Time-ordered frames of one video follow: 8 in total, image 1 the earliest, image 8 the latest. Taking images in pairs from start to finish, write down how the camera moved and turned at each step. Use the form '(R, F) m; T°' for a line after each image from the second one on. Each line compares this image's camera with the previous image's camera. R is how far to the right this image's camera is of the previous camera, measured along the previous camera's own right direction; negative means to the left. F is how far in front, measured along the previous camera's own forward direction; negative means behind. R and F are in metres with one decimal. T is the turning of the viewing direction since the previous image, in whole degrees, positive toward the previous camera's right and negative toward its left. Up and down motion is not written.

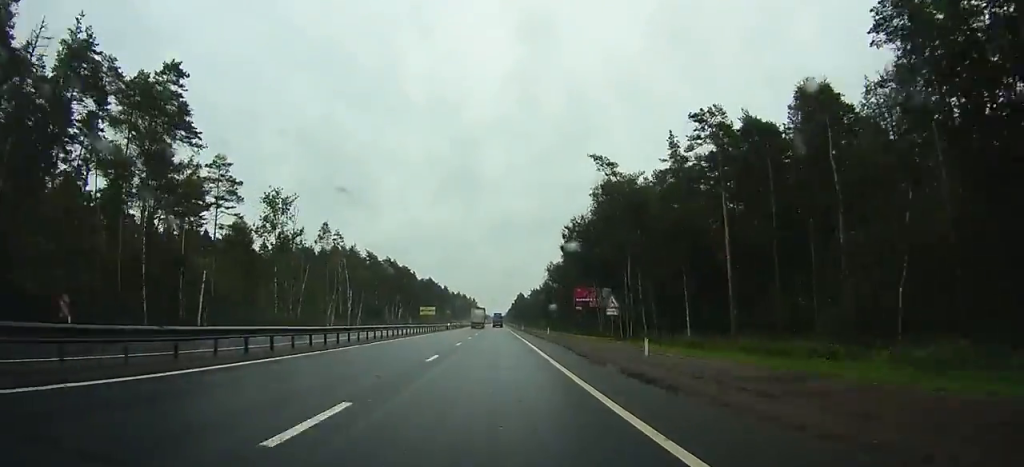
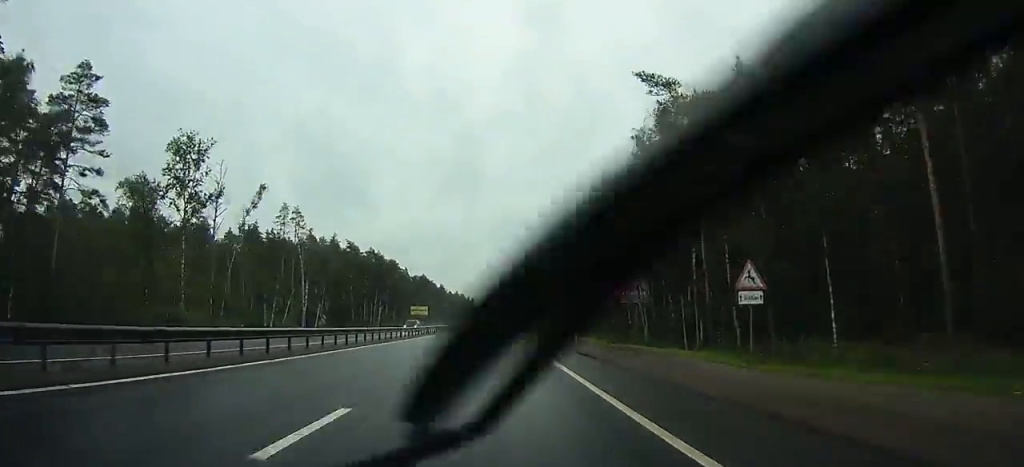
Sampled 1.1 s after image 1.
(0.0, +24.3) m; 0°
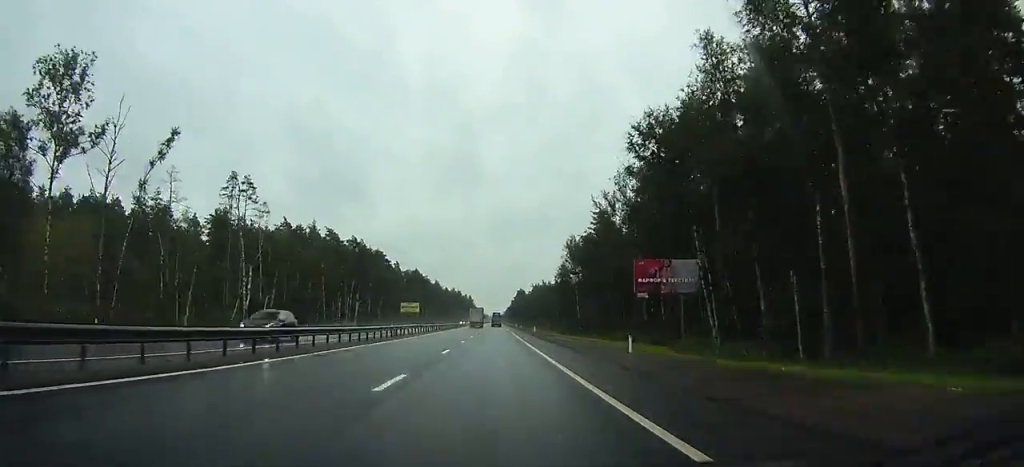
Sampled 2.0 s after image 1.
(0.0, +18.6) m; 0°
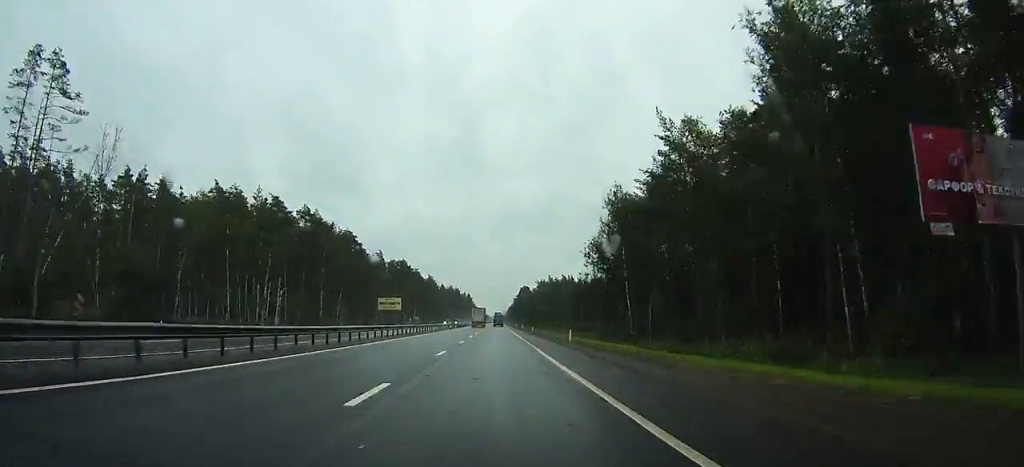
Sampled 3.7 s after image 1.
(0.0, +36.9) m; 0°
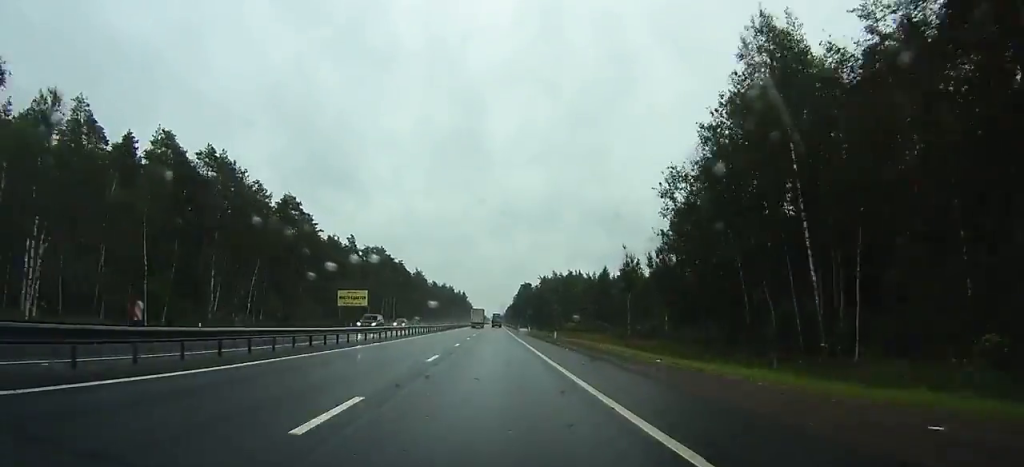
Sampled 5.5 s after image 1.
(0.0, +36.3) m; 0°
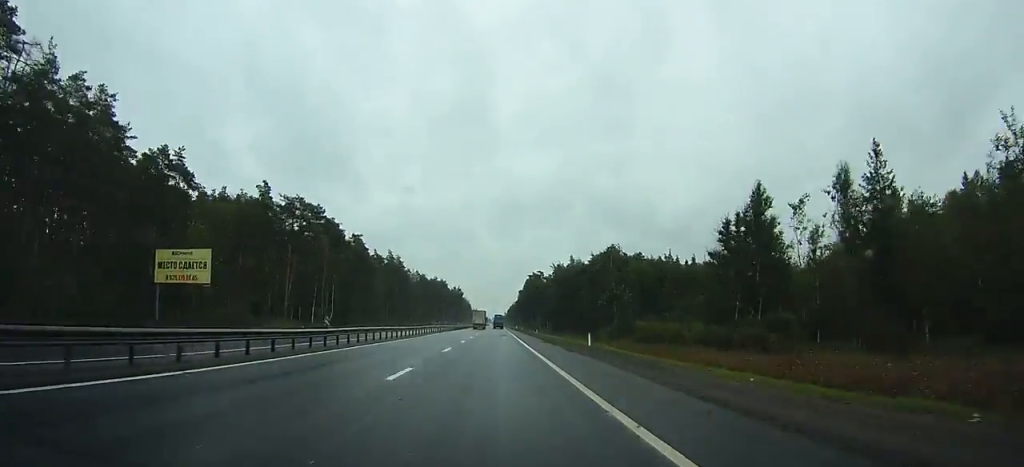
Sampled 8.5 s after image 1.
(+0.3, +61.2) m; 0°
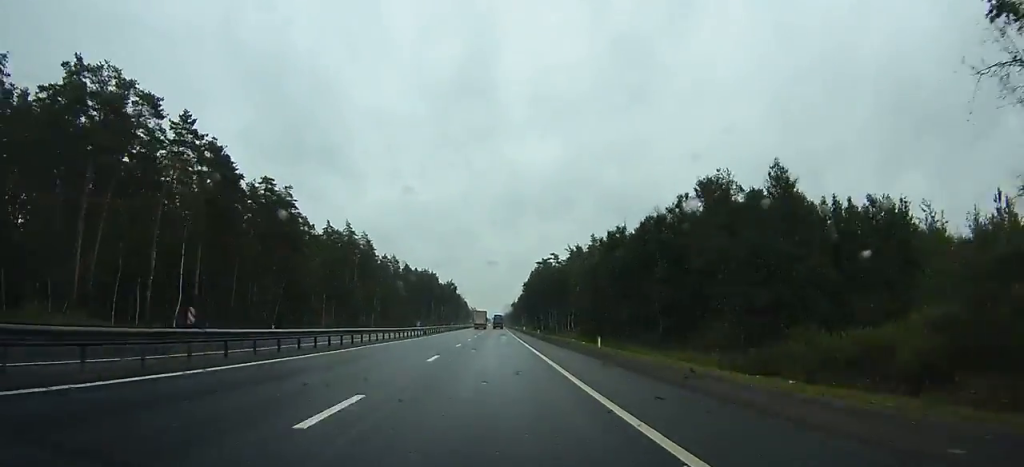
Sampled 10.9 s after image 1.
(-0.1, +50.4) m; 0°
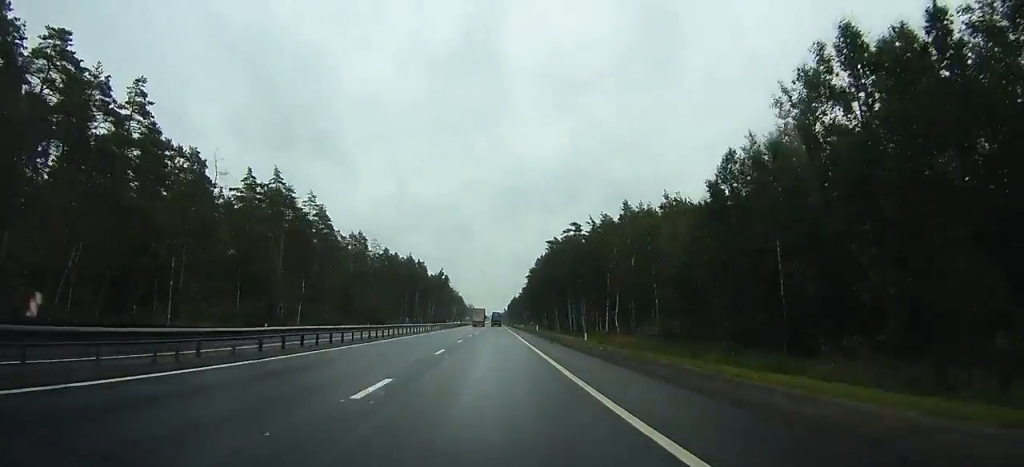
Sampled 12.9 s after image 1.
(-0.2, +46.1) m; 0°
